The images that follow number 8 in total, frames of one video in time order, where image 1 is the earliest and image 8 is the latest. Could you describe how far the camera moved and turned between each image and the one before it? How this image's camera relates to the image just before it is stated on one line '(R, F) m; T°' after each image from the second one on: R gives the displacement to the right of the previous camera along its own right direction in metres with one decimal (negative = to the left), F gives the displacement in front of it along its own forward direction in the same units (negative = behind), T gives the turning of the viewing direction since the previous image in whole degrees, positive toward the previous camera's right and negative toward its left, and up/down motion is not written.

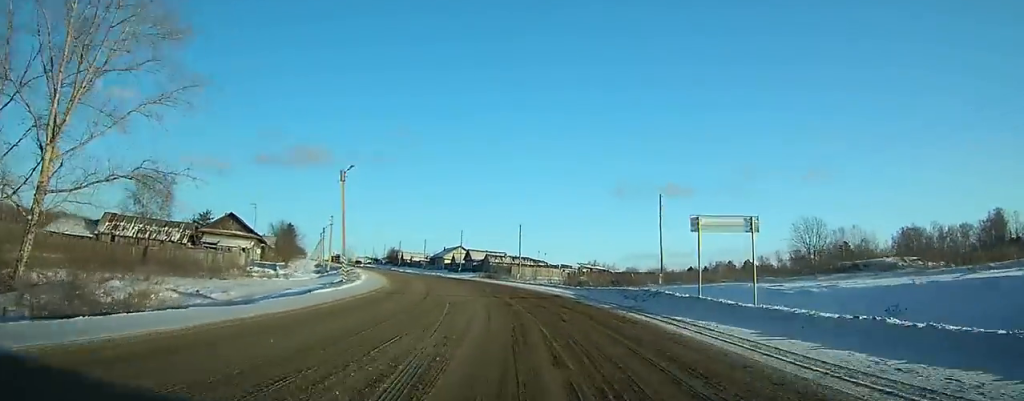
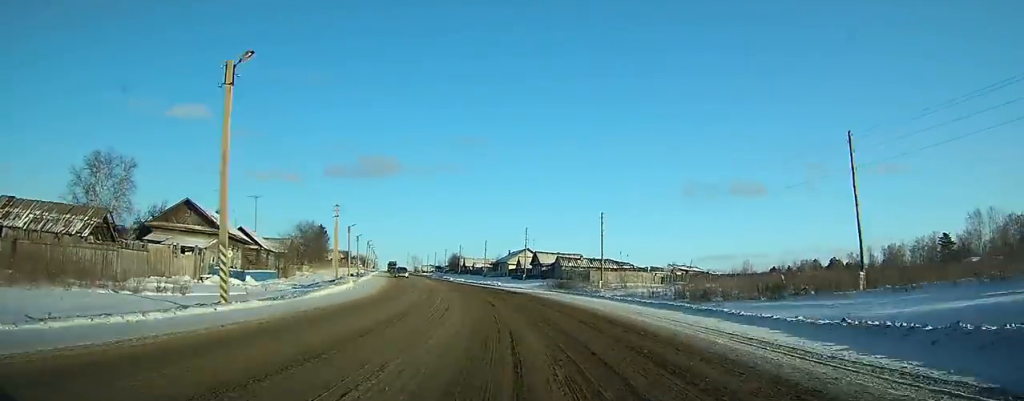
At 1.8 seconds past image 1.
(-1.6, +24.9) m; -7°
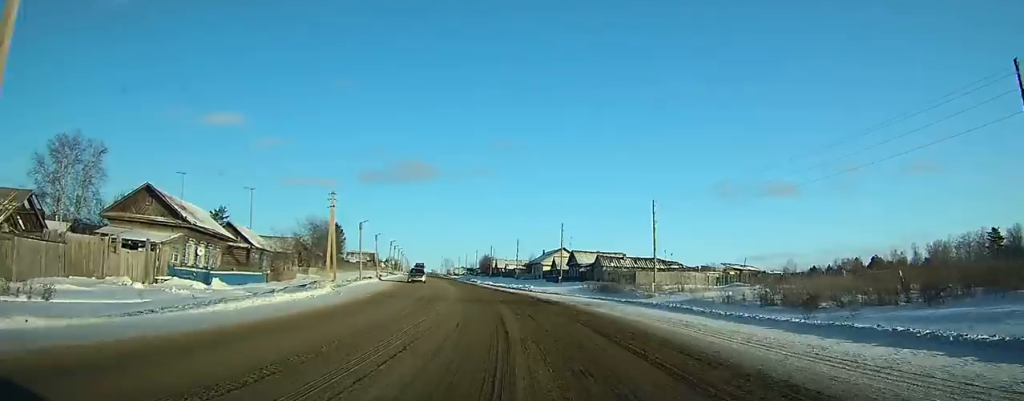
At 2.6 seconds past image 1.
(-0.6, +11.2) m; -3°
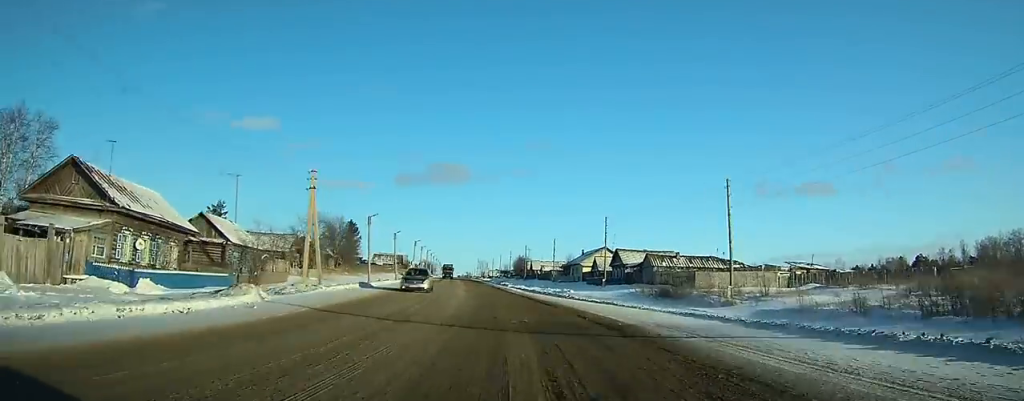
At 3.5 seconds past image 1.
(-0.5, +12.2) m; -3°
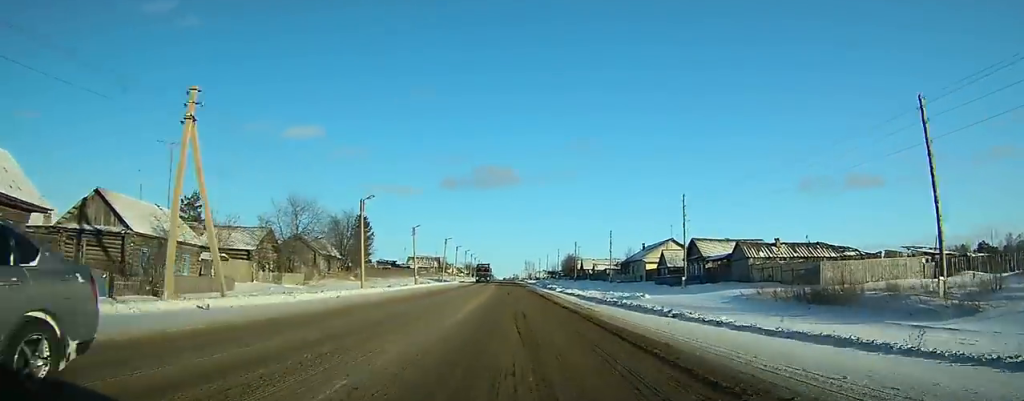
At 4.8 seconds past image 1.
(-0.9, +19.0) m; -4°
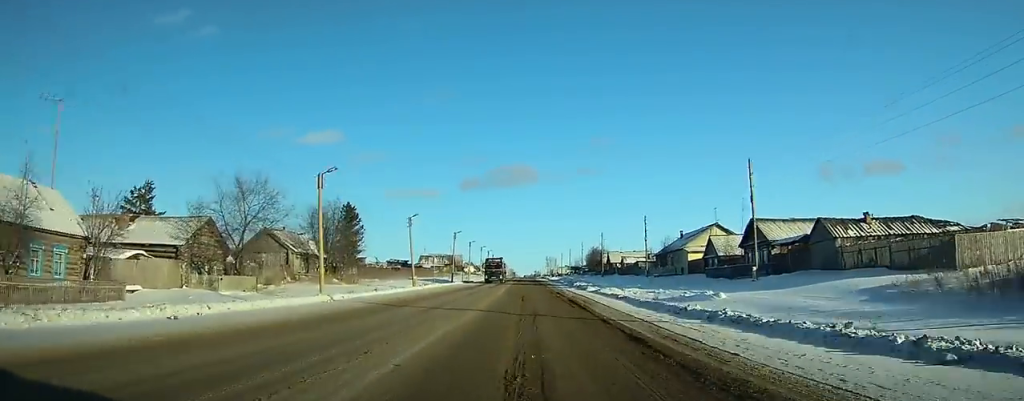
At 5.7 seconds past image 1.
(-0.3, +13.5) m; -2°
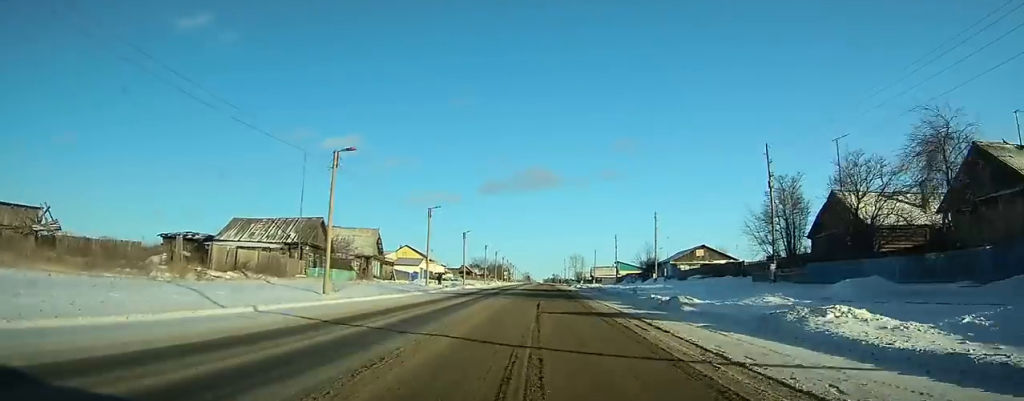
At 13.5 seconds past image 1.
(-6.3, +116.7) m; -4°
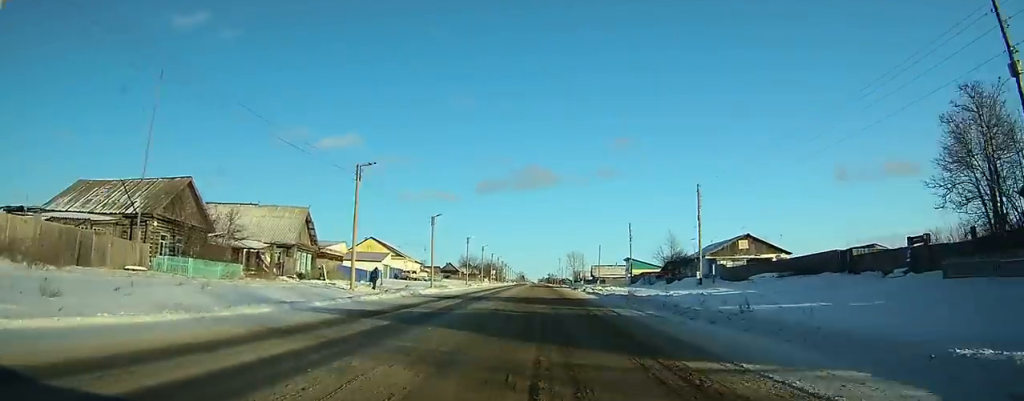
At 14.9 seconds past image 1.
(-0.1, +22.5) m; 0°
